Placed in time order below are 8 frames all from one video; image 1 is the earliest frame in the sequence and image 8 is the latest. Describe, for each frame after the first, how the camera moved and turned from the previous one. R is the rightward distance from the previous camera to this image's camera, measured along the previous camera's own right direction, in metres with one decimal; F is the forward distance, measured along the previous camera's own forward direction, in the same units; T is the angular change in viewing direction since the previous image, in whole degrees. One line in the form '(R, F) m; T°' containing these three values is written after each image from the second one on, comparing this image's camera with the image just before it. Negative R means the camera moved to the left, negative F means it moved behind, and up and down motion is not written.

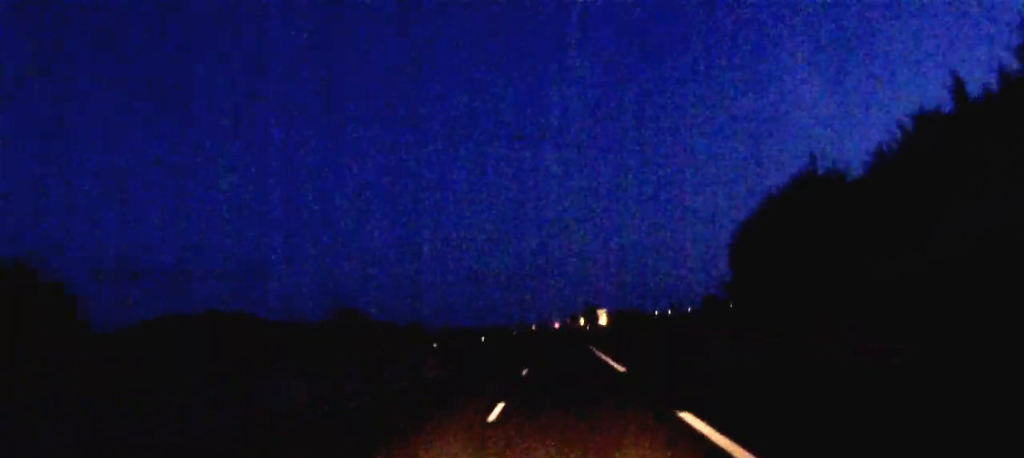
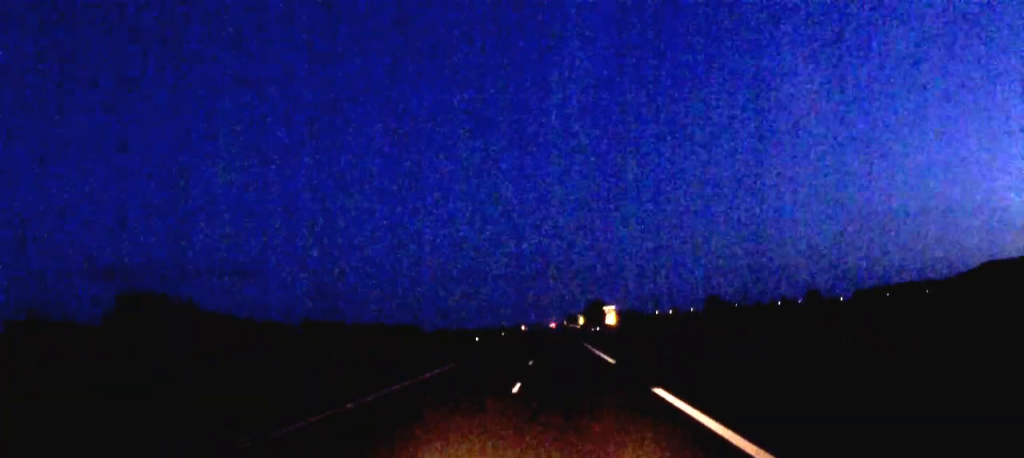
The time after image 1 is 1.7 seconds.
(+0.1, +46.7) m; 0°
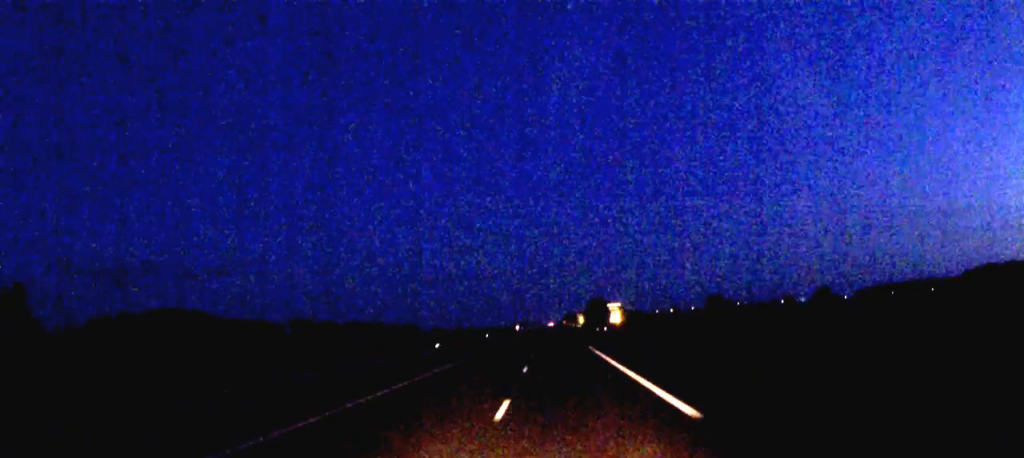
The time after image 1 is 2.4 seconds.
(0.0, +18.3) m; 0°
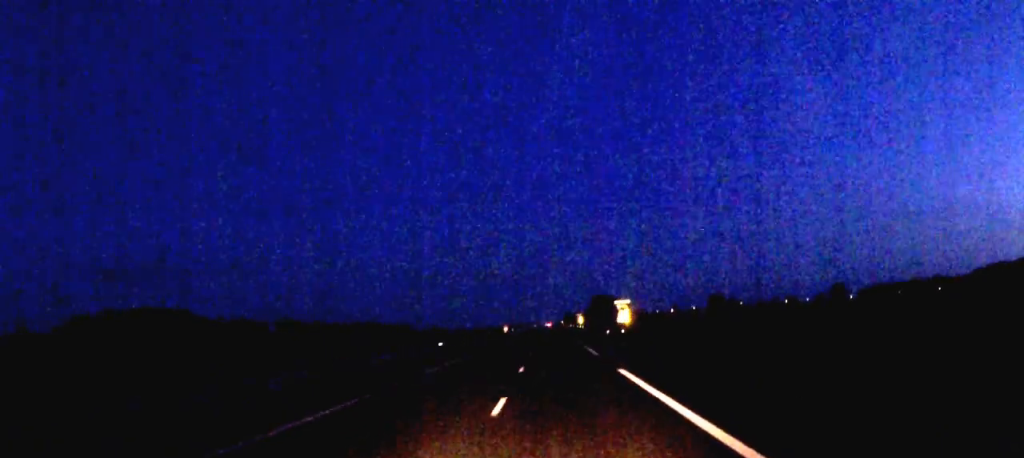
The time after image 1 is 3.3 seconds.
(0.0, +25.7) m; 0°
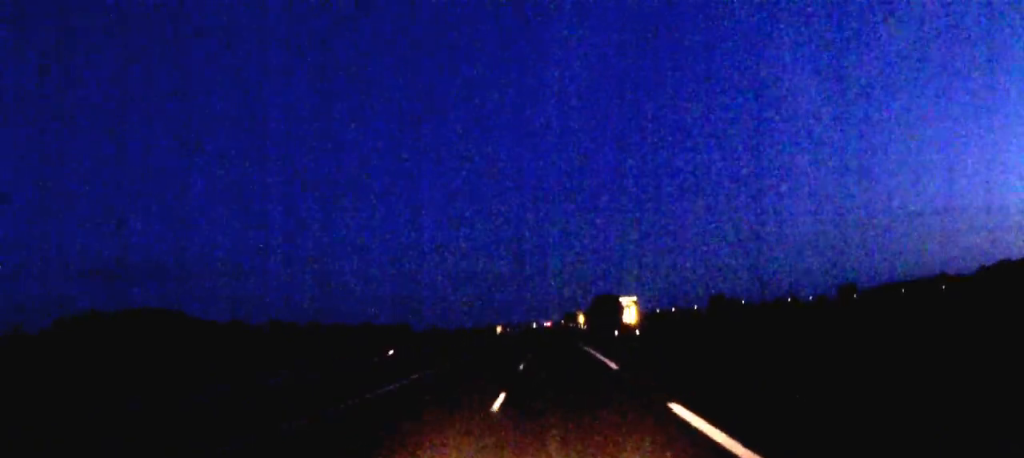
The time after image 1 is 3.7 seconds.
(0.0, +11.9) m; 0°
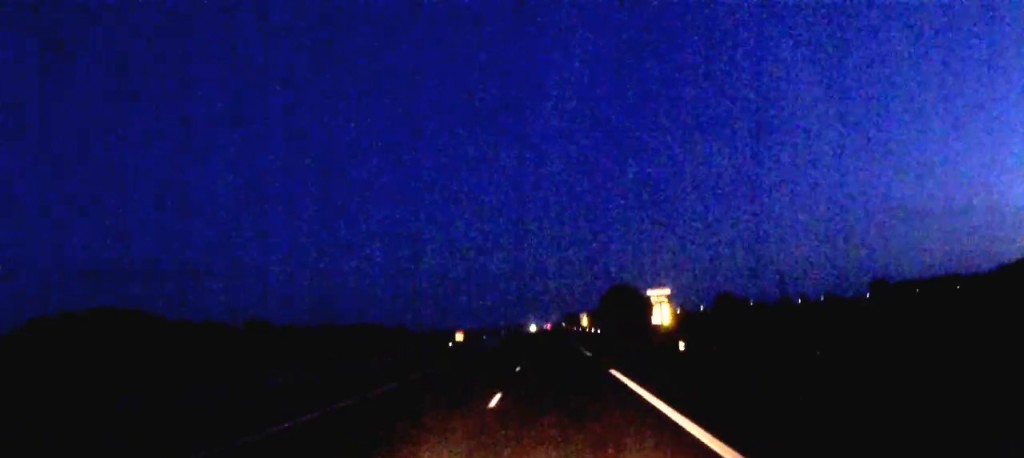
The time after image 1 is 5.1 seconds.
(0.0, +38.6) m; 0°
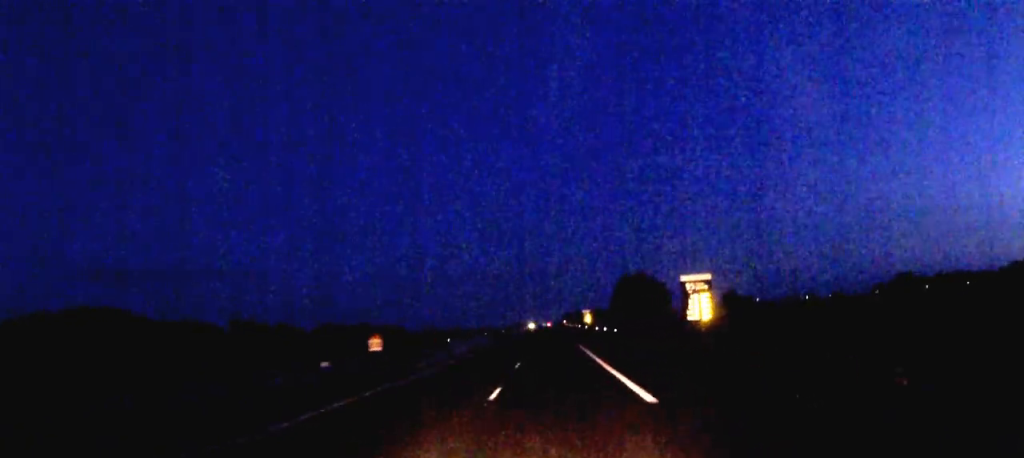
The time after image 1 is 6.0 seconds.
(0.0, +24.7) m; 0°
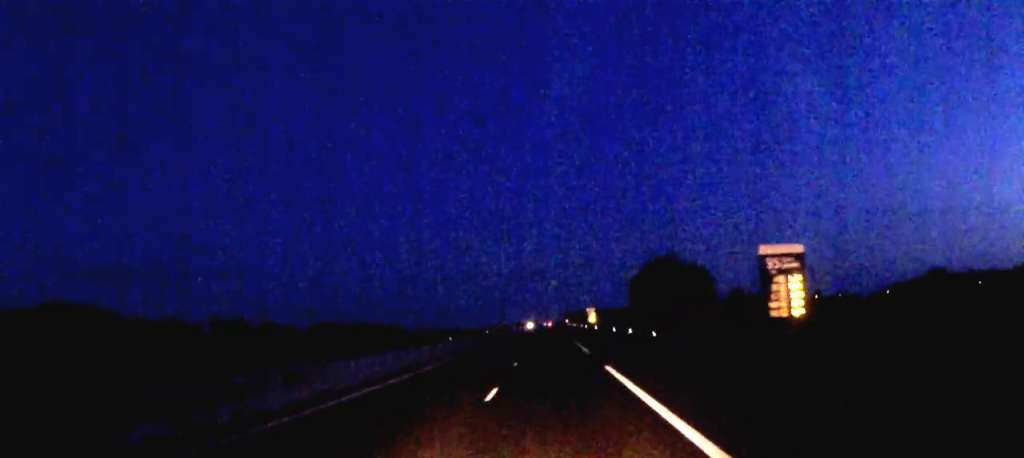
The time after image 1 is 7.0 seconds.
(0.0, +26.4) m; 0°
